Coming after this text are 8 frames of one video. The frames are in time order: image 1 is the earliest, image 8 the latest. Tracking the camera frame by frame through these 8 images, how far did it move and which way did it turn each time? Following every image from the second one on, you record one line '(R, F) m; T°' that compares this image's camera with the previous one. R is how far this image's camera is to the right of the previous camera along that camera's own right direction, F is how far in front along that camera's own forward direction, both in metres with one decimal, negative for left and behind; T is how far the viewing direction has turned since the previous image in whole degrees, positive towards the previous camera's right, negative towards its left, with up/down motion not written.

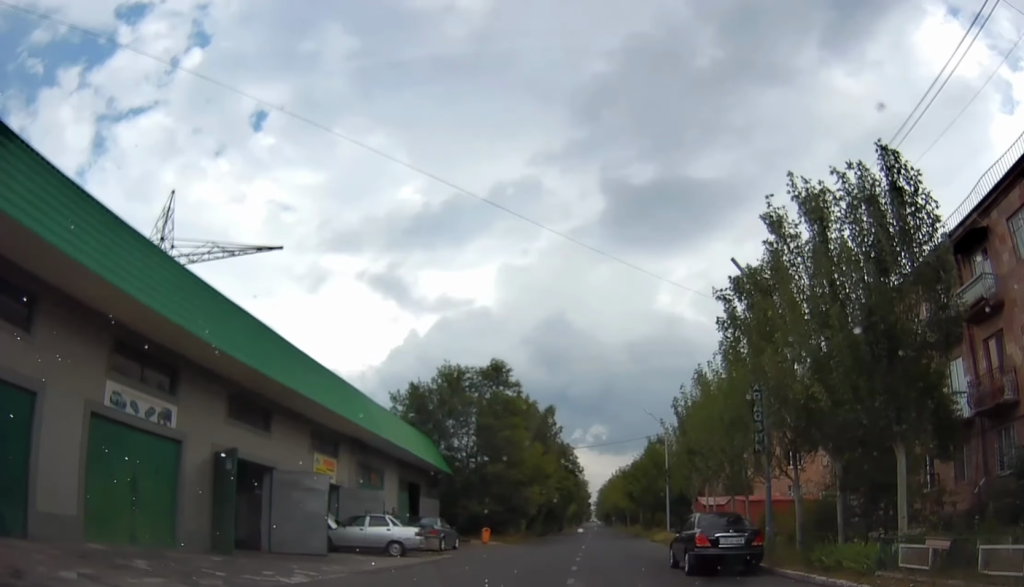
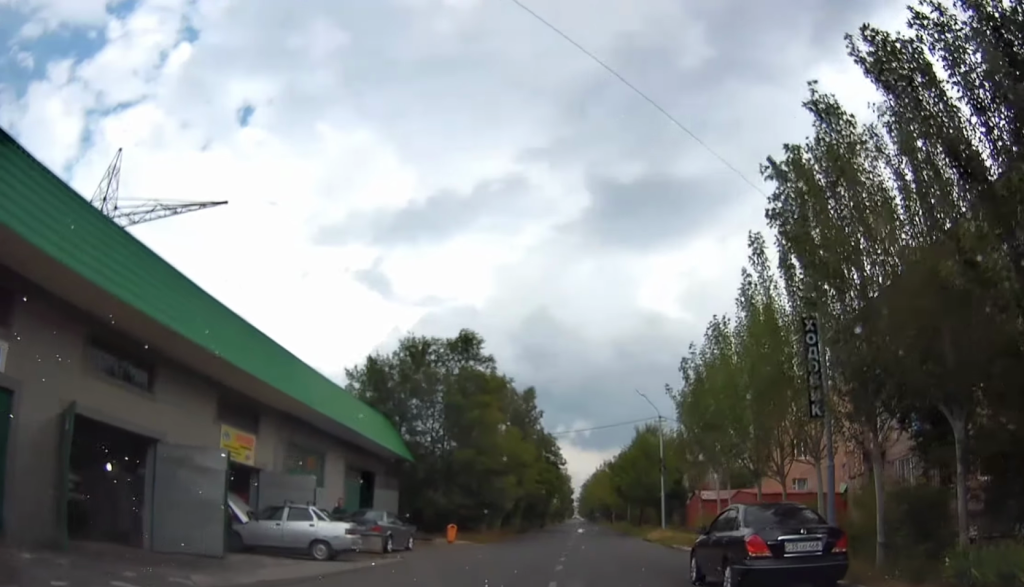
(+0.1, +4.3) m; 0°
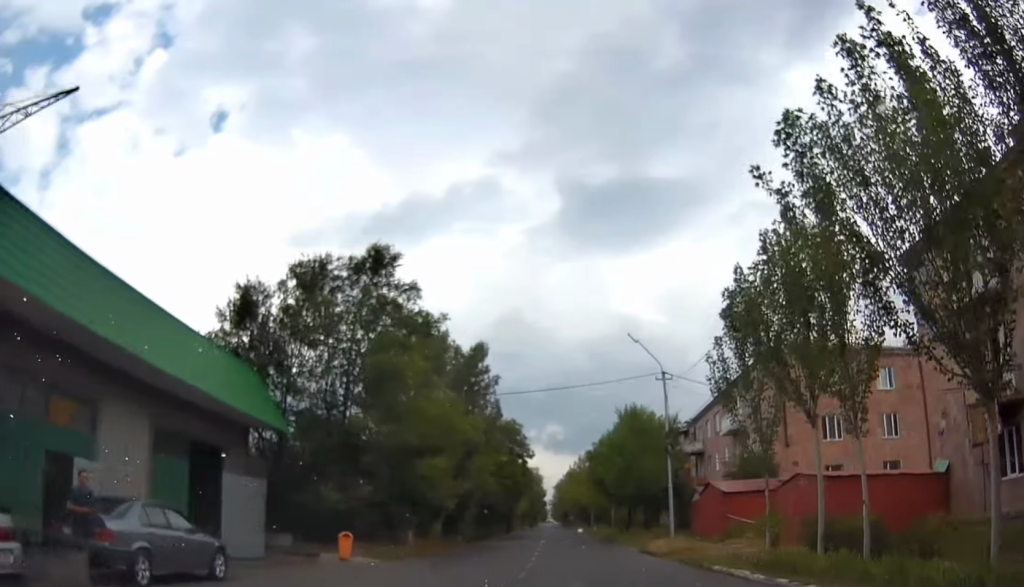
(0.0, +10.5) m; +2°
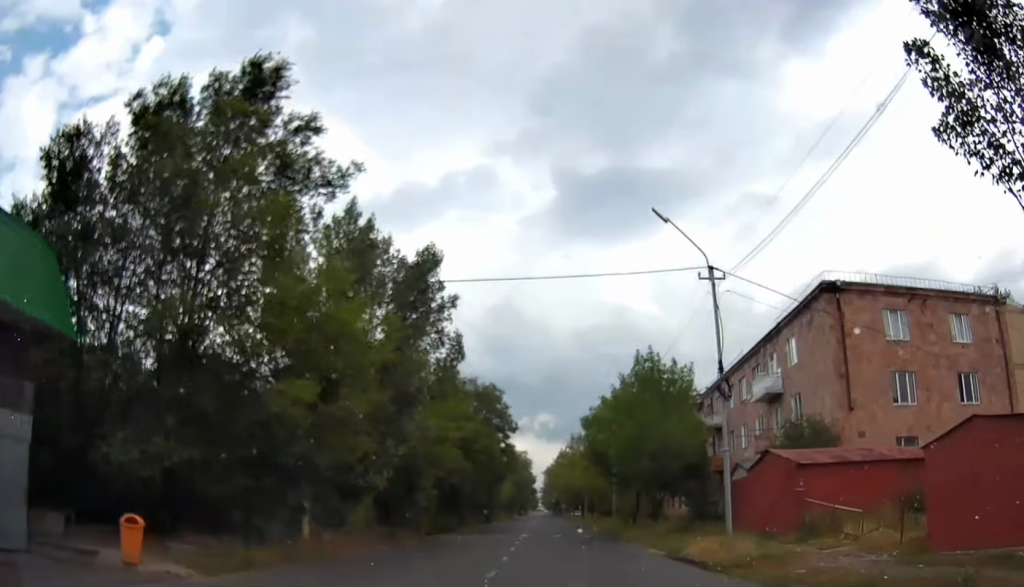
(+0.2, +9.6) m; +2°
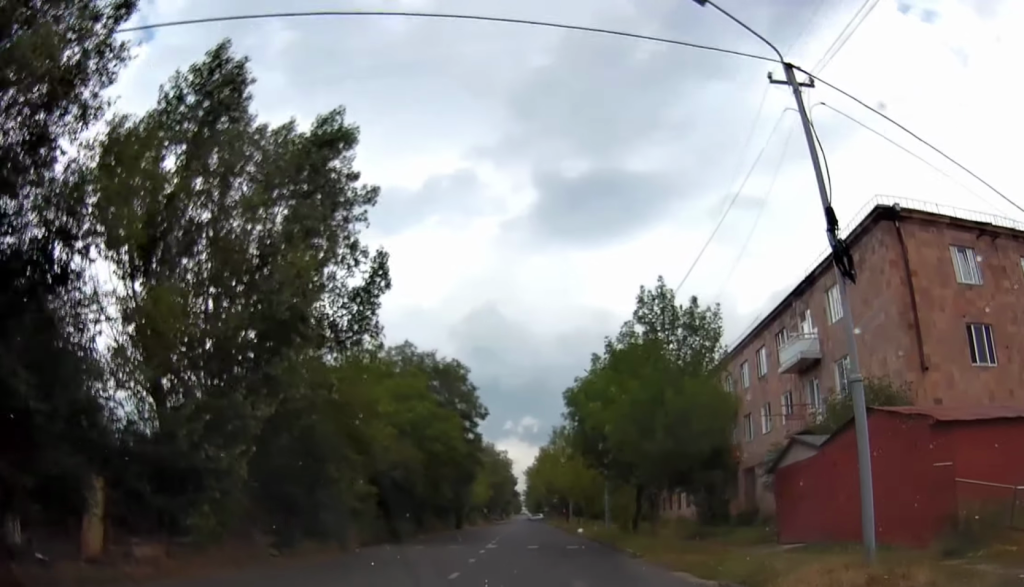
(+0.1, +8.2) m; +2°
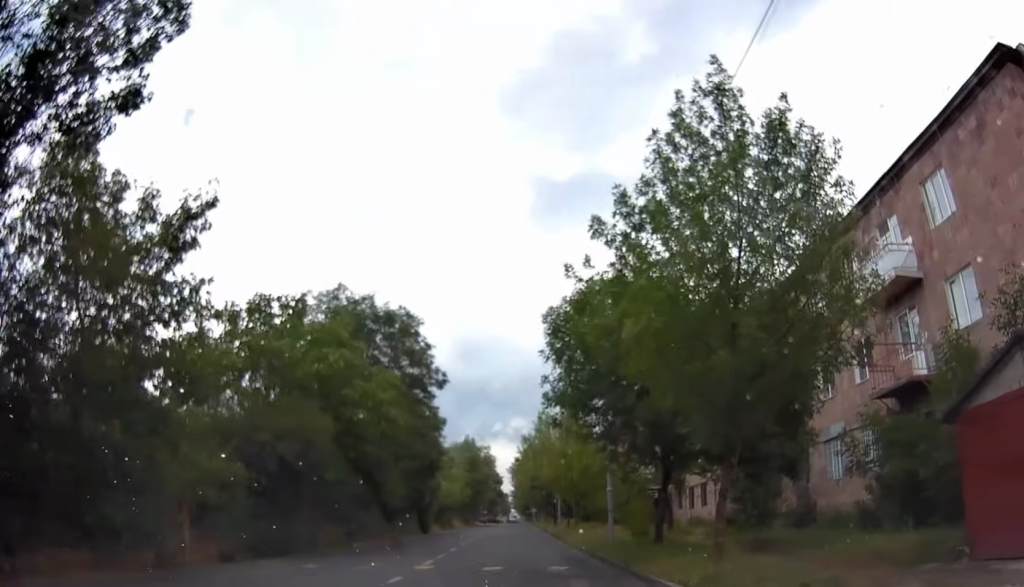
(+0.2, +10.7) m; 0°
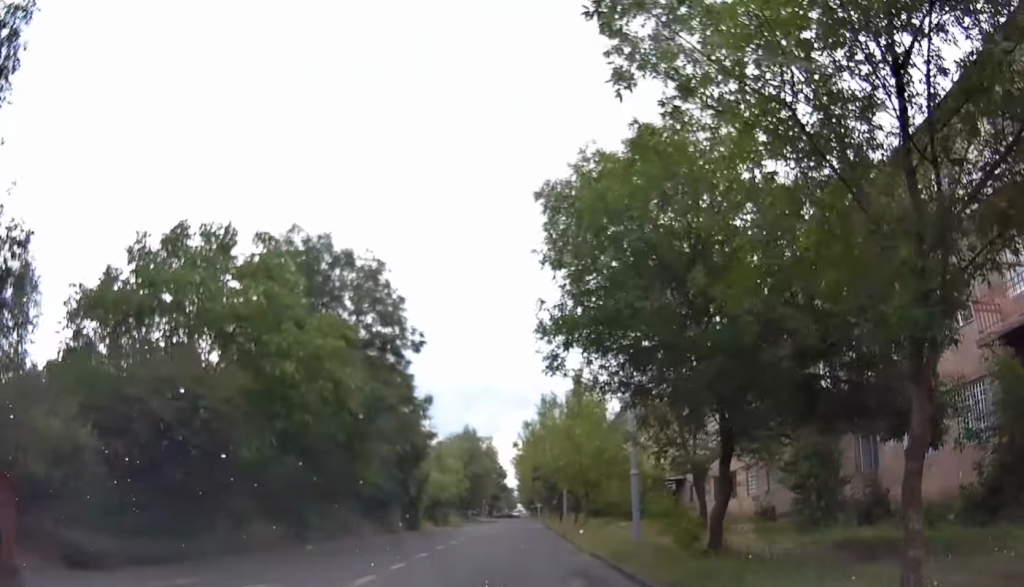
(0.0, +6.7) m; -2°
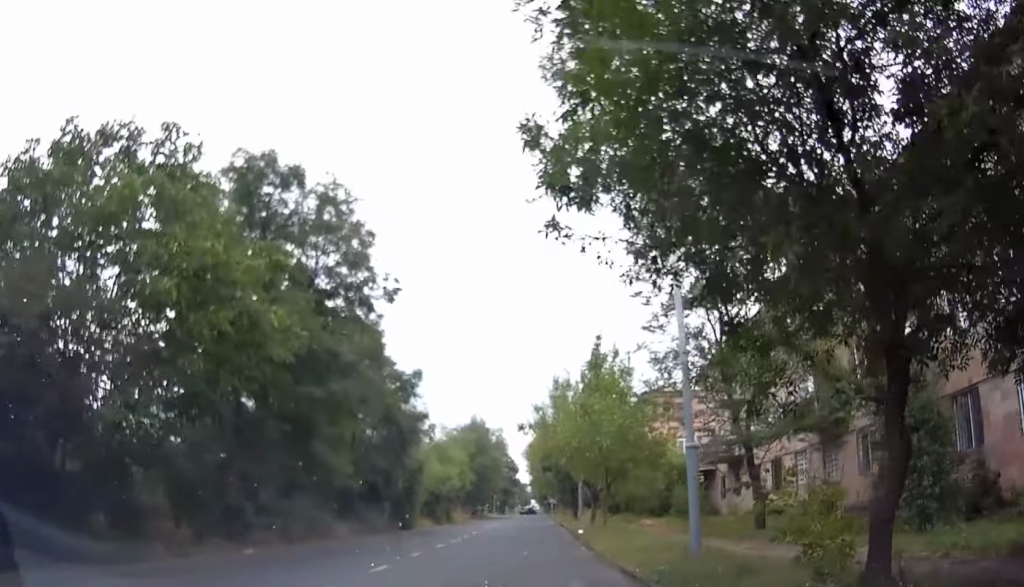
(-0.2, +7.3) m; 0°
